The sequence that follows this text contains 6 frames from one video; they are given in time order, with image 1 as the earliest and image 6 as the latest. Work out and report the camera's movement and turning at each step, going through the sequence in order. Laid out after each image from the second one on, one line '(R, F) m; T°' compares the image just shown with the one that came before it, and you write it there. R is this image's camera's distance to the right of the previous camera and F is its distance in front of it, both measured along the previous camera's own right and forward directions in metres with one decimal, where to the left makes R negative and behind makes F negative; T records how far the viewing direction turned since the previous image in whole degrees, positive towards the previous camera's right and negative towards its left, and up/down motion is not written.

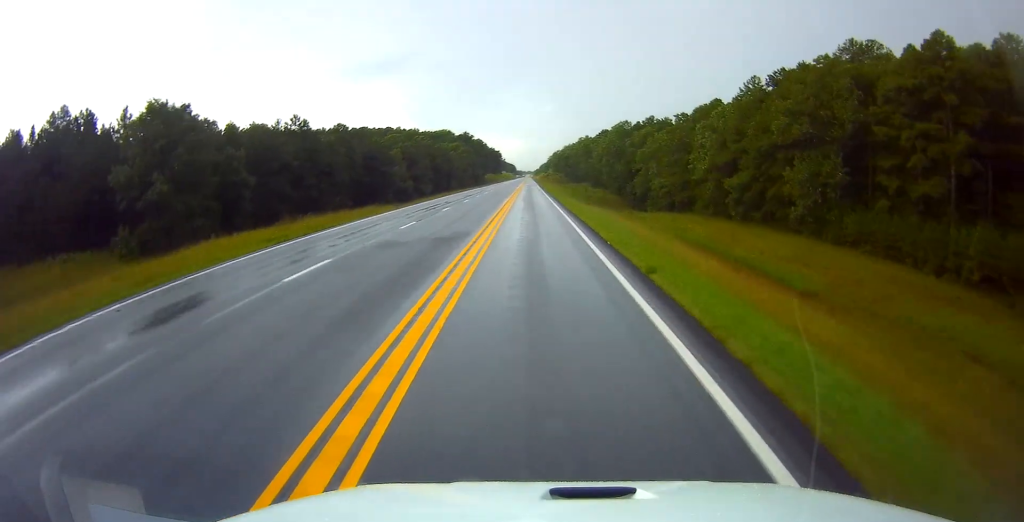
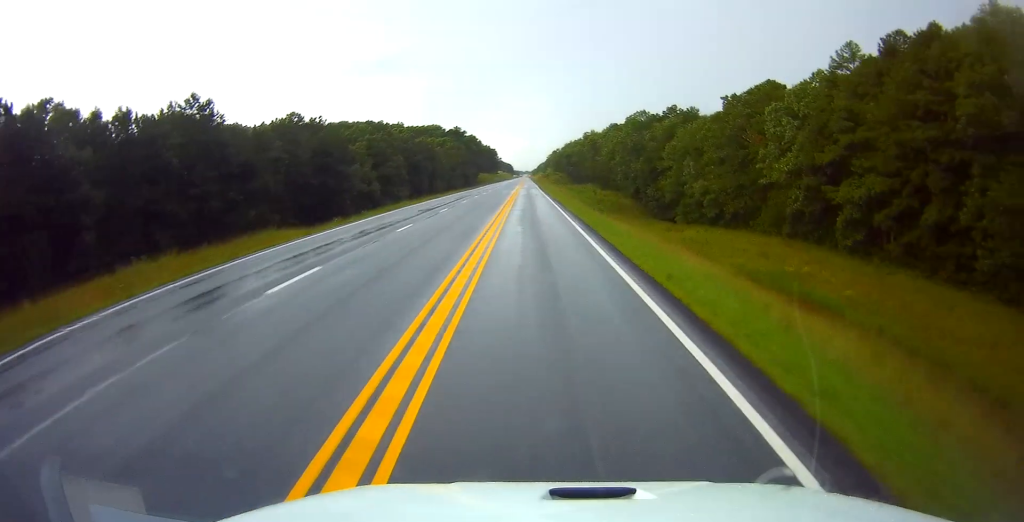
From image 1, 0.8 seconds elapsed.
(-0.1, +25.6) m; 0°
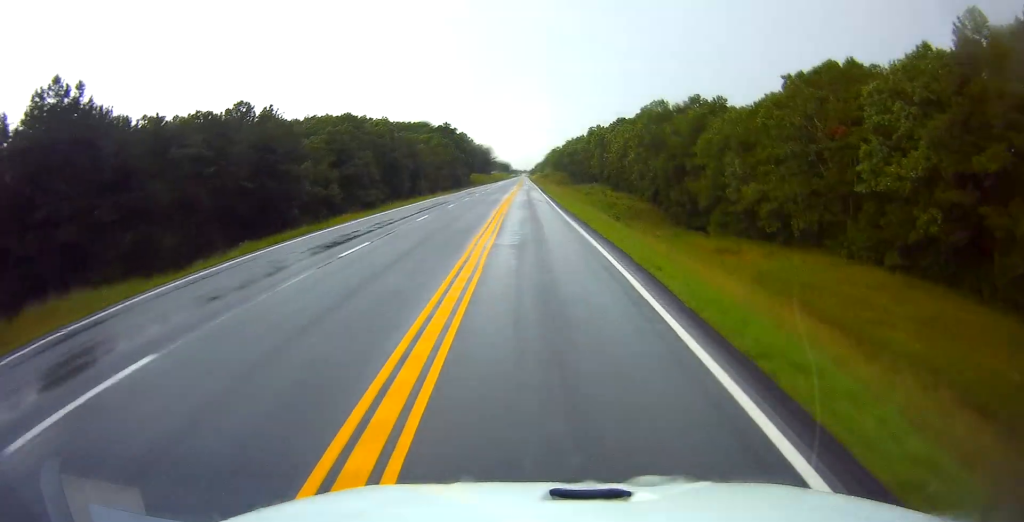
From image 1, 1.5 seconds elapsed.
(0.0, +19.5) m; 0°
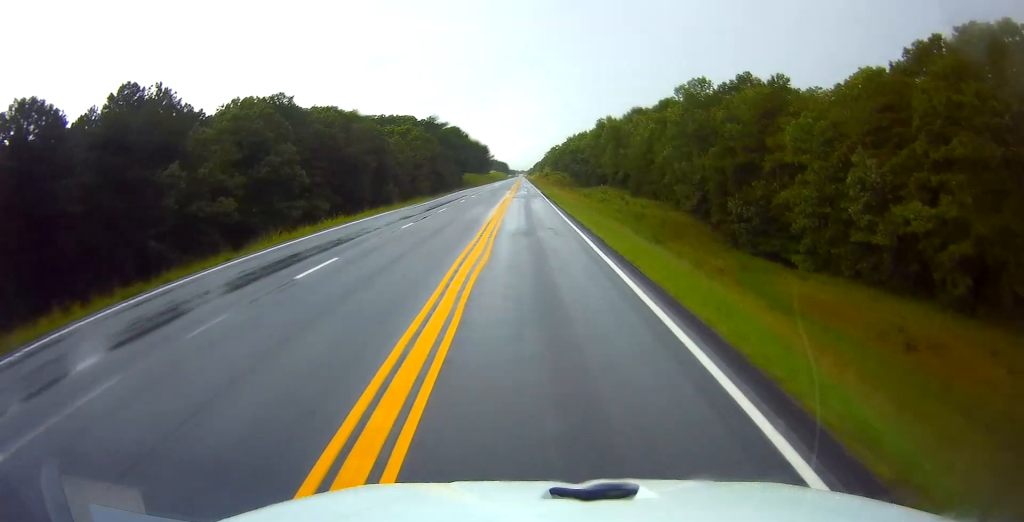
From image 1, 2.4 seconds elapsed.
(+0.1, +27.6) m; 0°
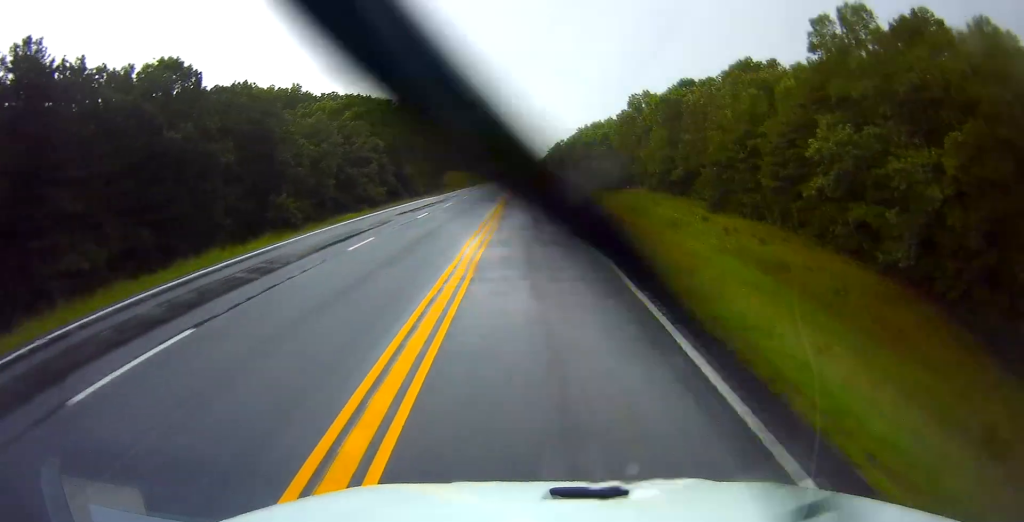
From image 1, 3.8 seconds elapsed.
(0.0, +43.9) m; 0°
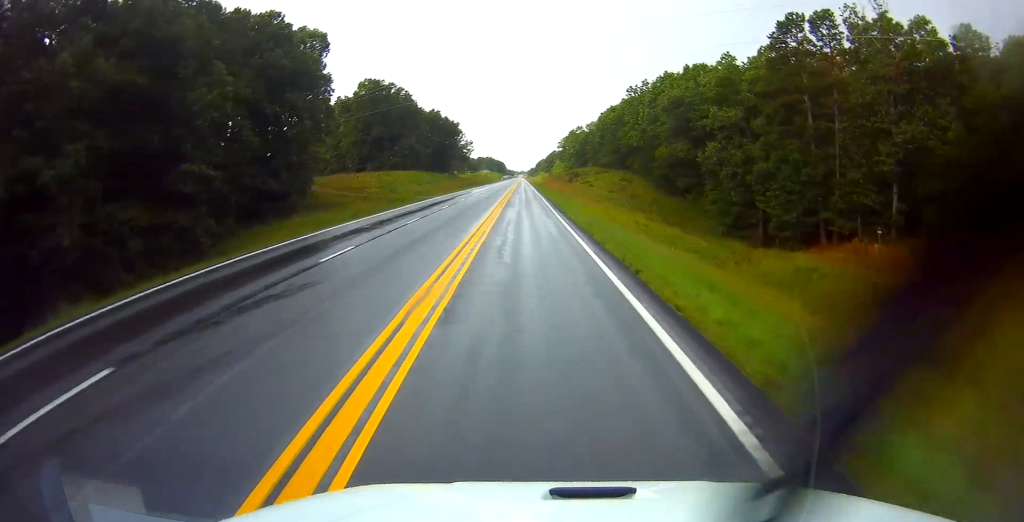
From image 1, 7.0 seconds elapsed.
(0.0, +99.3) m; 0°
